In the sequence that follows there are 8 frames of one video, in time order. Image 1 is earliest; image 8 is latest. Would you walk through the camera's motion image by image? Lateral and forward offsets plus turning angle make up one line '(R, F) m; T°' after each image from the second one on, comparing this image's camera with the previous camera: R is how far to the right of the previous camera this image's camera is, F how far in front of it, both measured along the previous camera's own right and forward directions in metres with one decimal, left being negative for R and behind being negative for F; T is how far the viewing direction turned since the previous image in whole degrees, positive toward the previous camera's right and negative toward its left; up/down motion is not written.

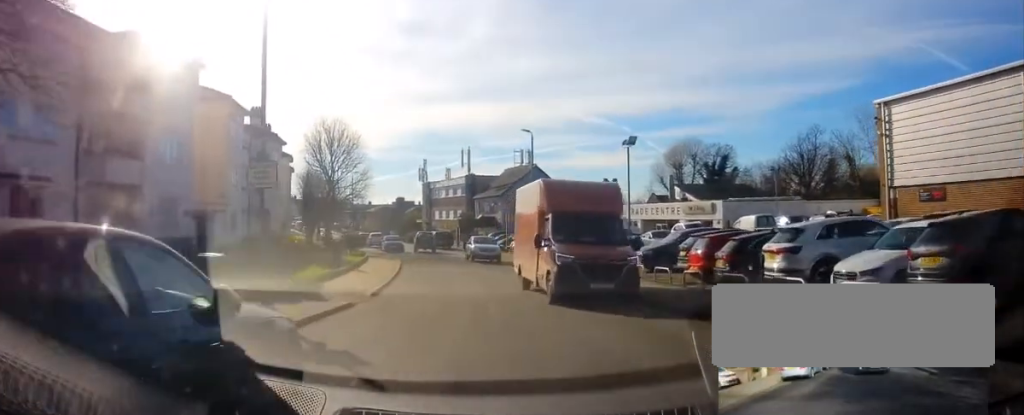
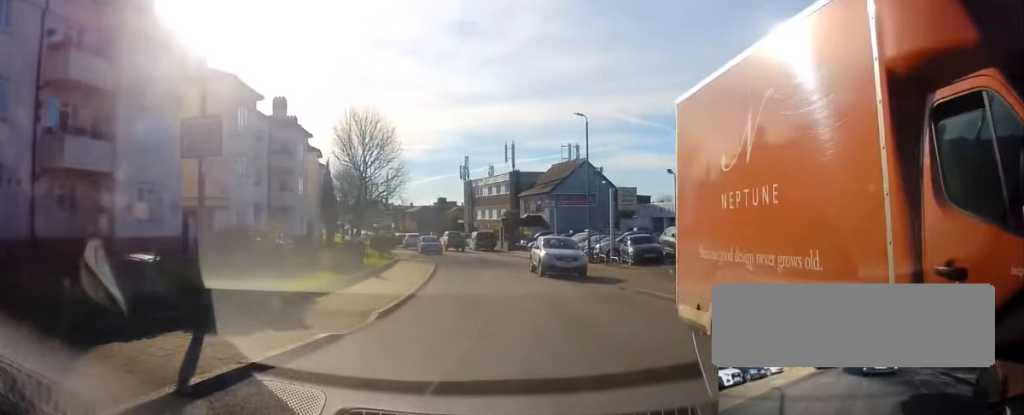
(-0.6, +5.1) m; -6°
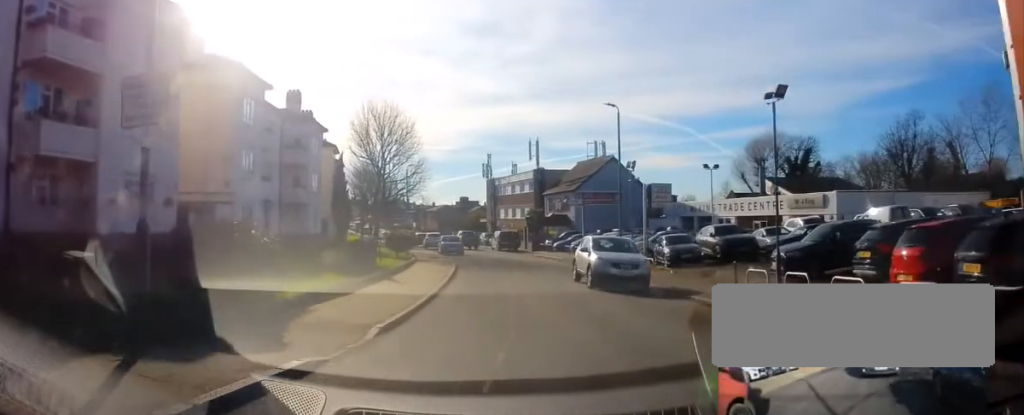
(+0.1, +2.2) m; 0°
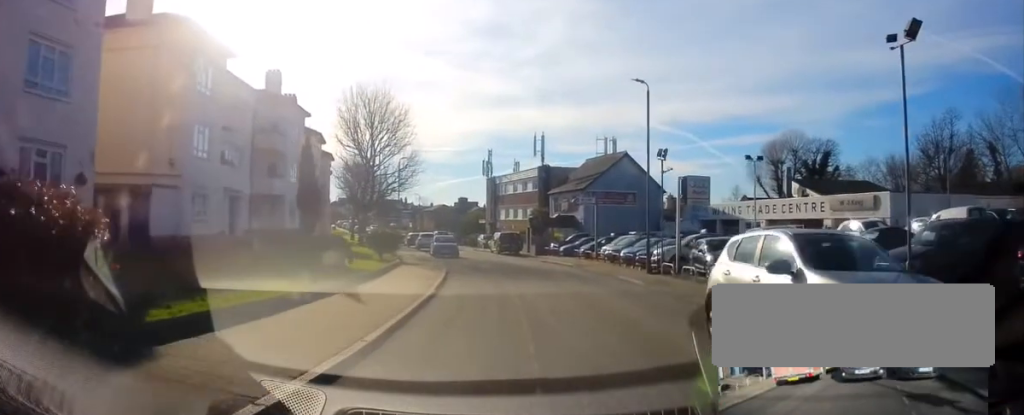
(0.0, +5.4) m; +1°
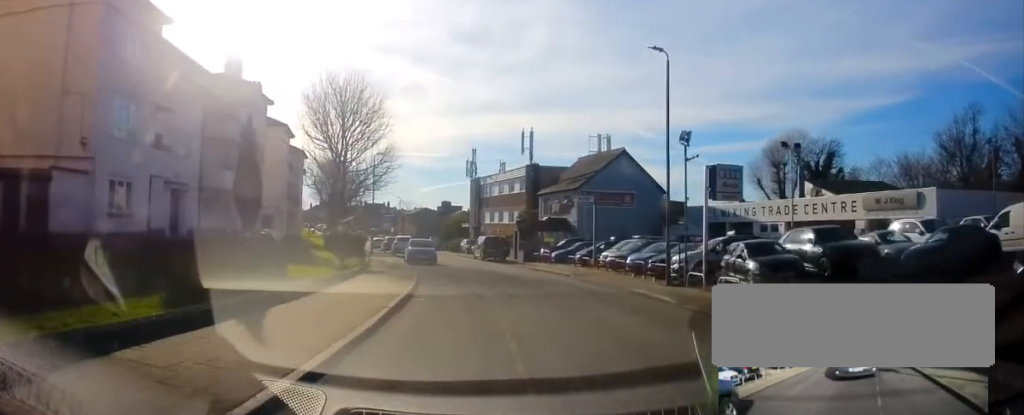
(+0.1, +4.3) m; +1°
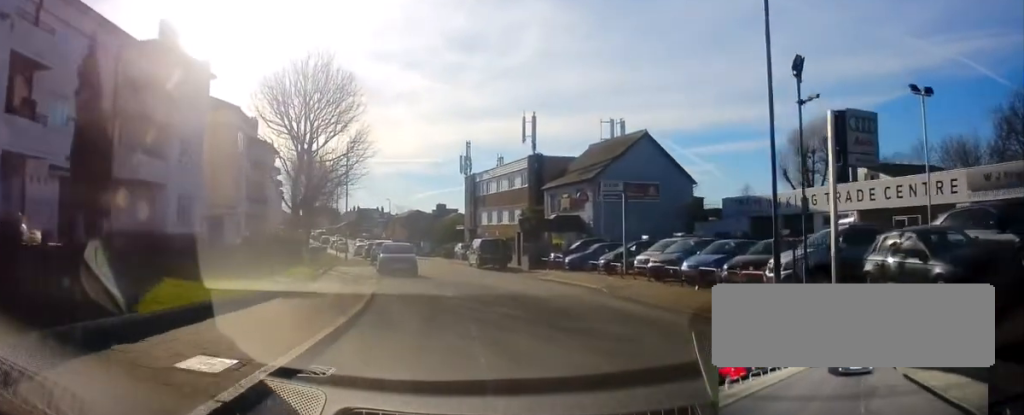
(0.0, +7.1) m; -1°
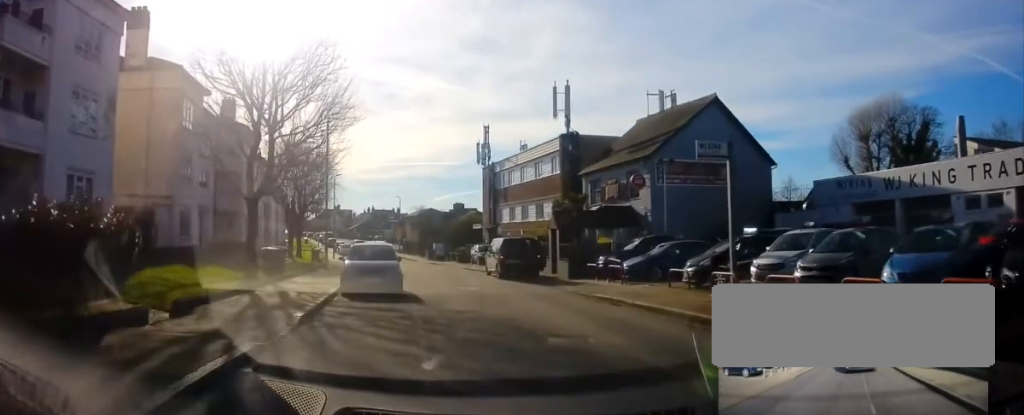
(+0.1, +9.7) m; +1°
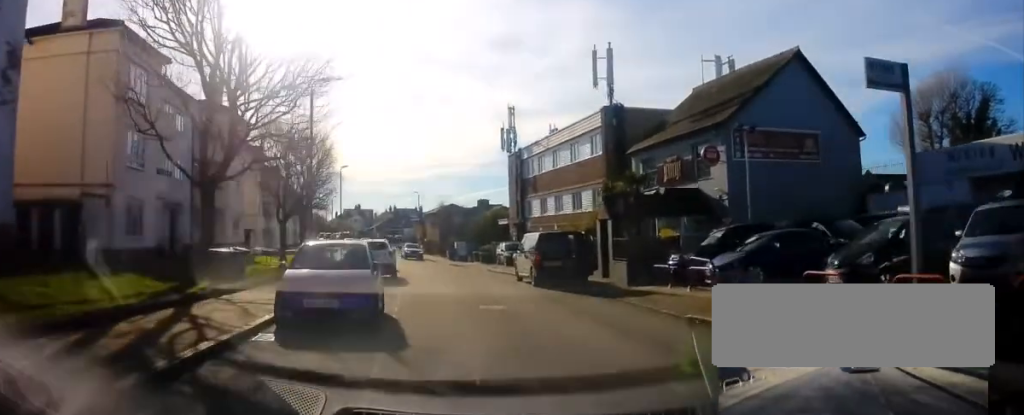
(-0.1, +6.5) m; -6°
